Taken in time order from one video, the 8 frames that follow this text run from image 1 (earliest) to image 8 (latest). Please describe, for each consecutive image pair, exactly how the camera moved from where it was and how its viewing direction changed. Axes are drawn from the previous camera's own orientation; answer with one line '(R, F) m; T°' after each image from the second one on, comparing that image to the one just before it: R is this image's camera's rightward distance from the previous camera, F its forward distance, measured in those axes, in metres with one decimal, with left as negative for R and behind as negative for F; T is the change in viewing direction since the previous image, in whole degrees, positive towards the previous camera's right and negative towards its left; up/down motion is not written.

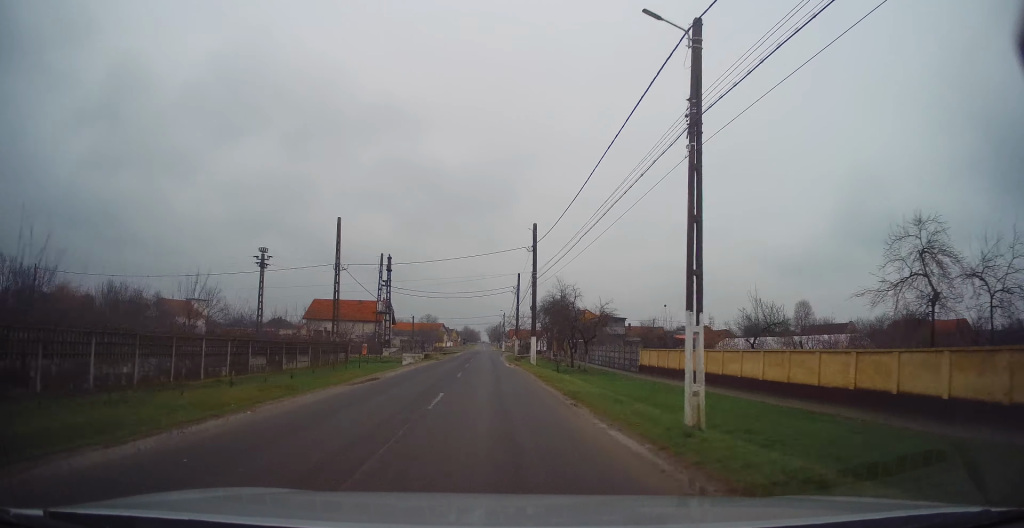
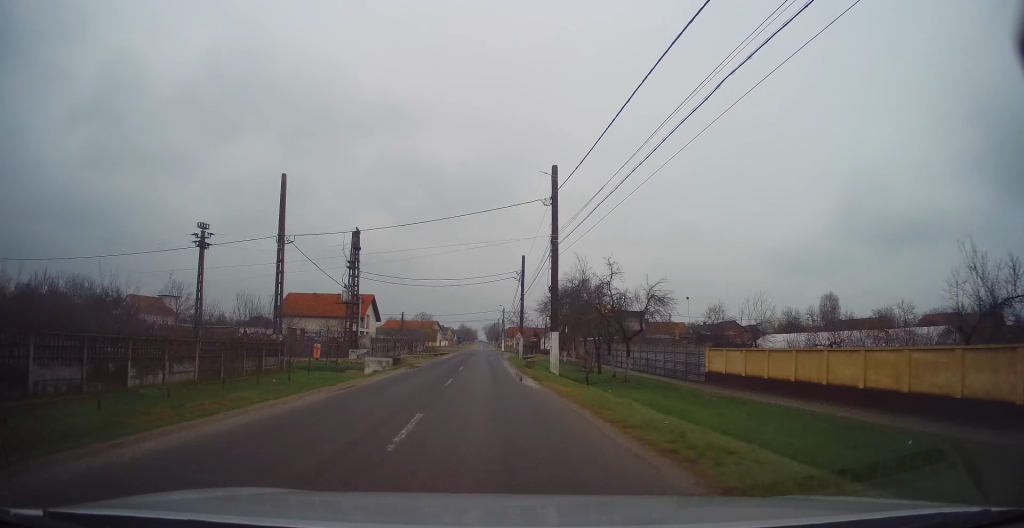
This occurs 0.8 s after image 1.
(0.0, +12.0) m; 0°
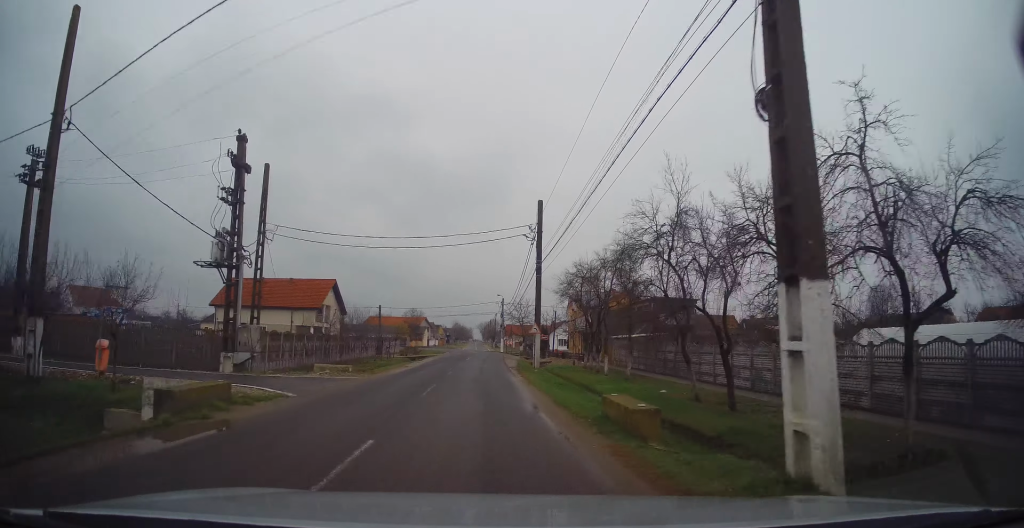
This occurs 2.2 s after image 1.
(-0.3, +21.0) m; -3°
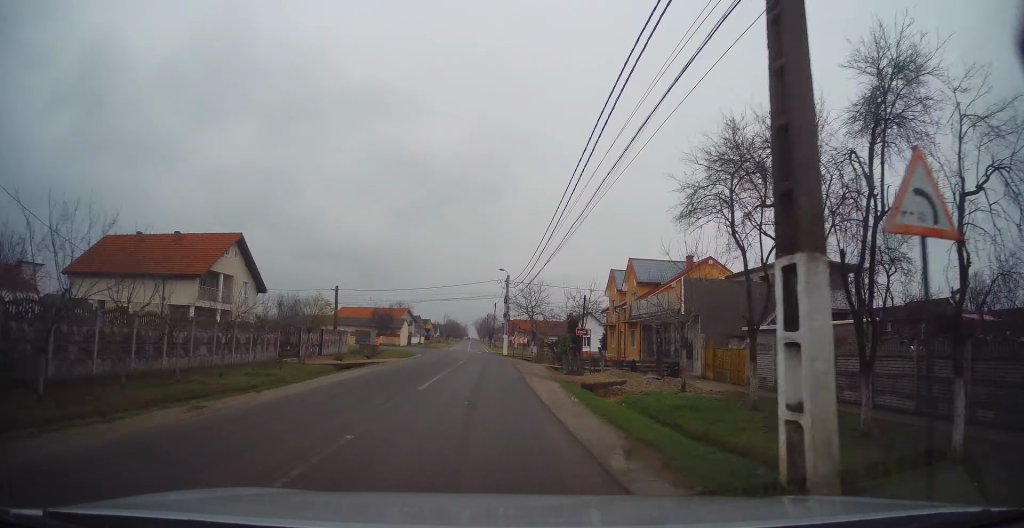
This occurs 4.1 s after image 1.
(-0.1, +26.5) m; +1°
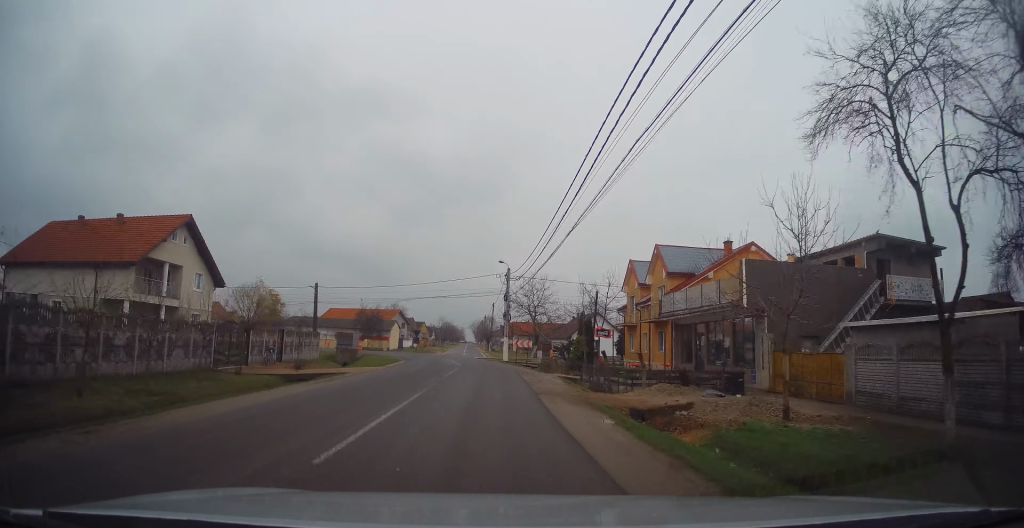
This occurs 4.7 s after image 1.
(-0.1, +7.3) m; +1°
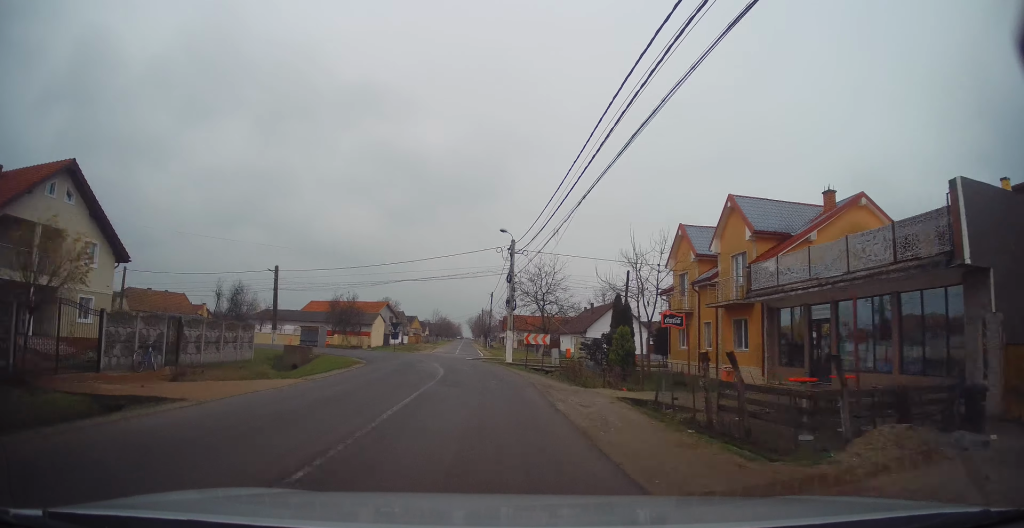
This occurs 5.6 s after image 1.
(+0.3, +11.2) m; 0°
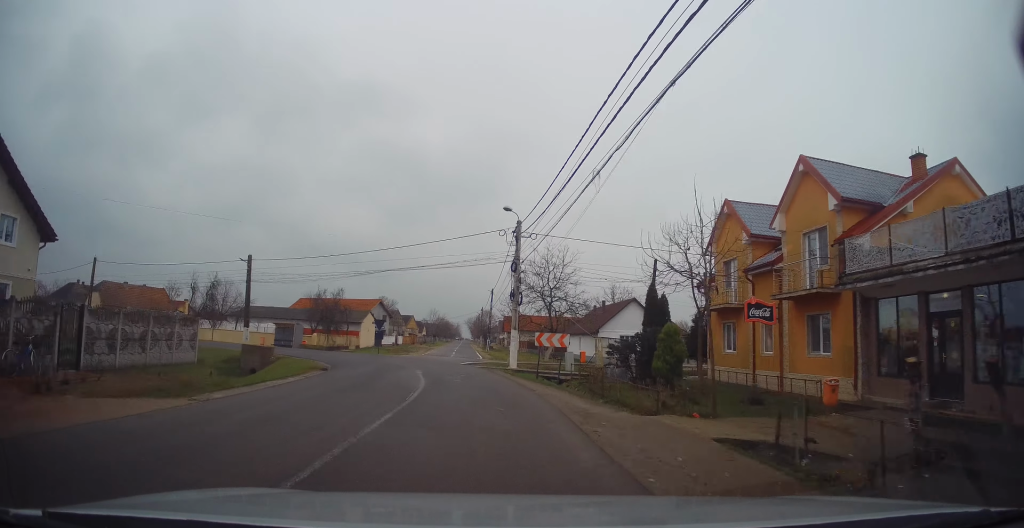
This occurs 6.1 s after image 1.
(+0.2, +6.1) m; 0°
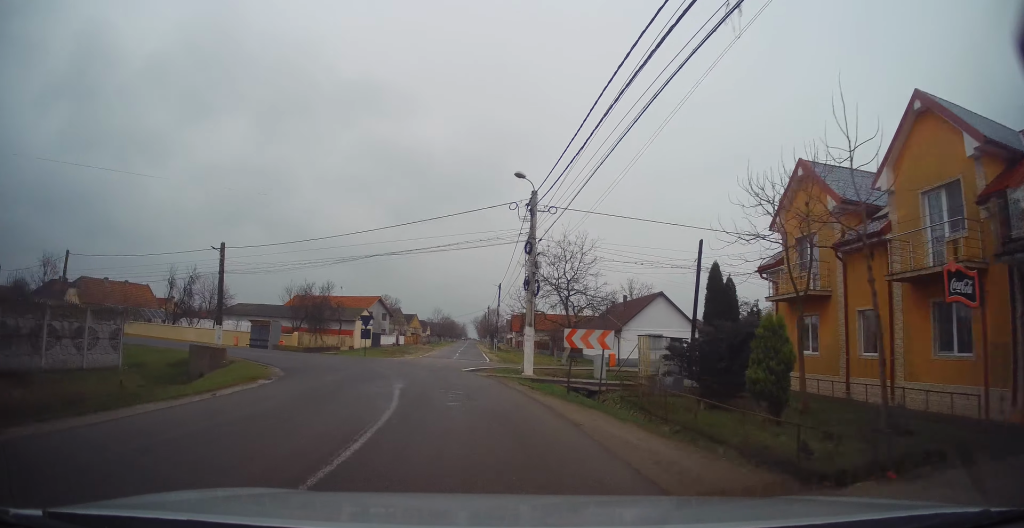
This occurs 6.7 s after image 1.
(-0.3, +5.7) m; -1°
